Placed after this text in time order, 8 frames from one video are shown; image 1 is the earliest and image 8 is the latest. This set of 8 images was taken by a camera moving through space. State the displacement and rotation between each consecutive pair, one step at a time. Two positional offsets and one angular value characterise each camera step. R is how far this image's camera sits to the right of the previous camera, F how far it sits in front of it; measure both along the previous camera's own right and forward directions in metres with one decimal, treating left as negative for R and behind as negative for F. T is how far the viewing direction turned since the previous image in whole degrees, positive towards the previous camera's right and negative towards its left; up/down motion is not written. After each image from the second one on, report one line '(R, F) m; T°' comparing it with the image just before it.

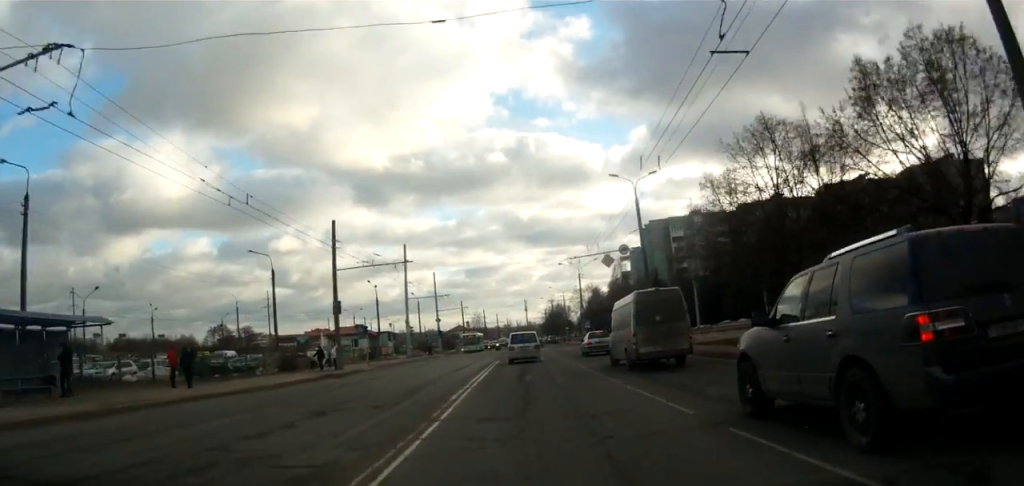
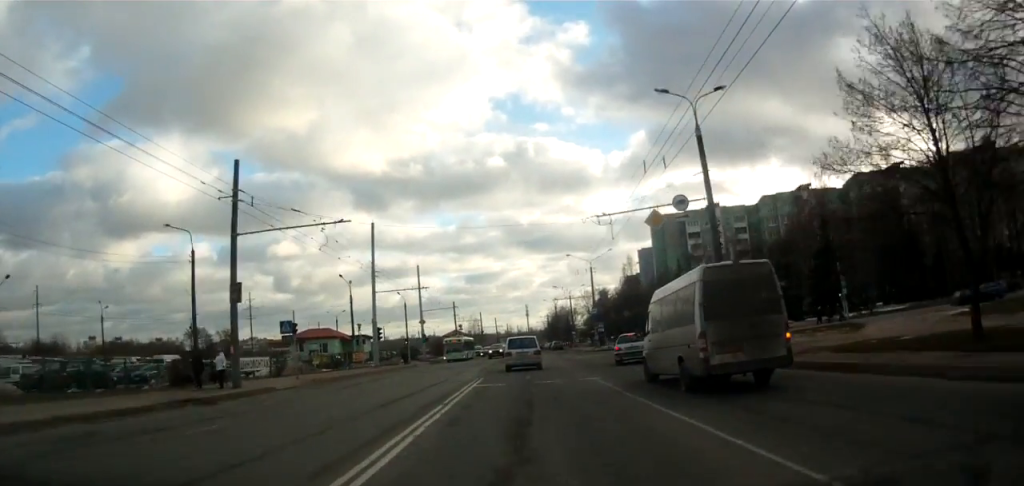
(-0.3, +15.3) m; 0°
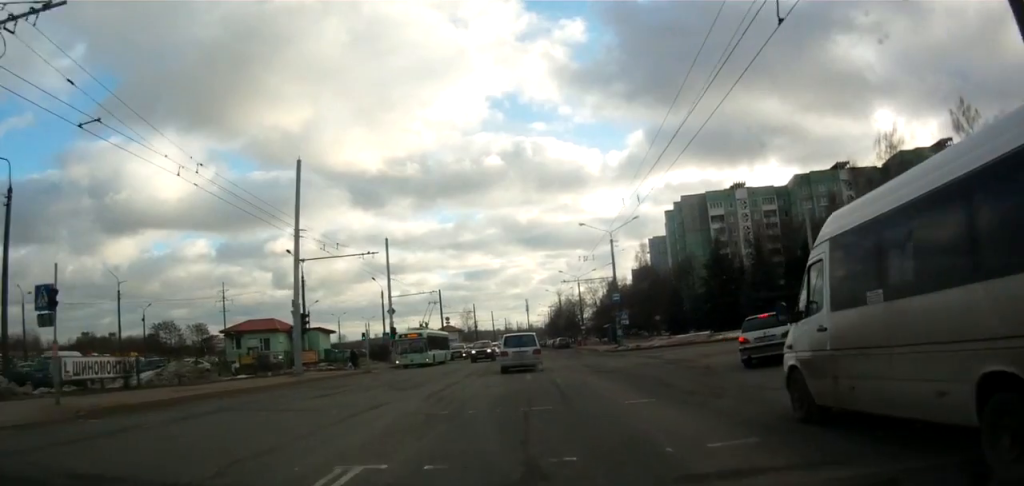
(+0.1, +18.5) m; -1°
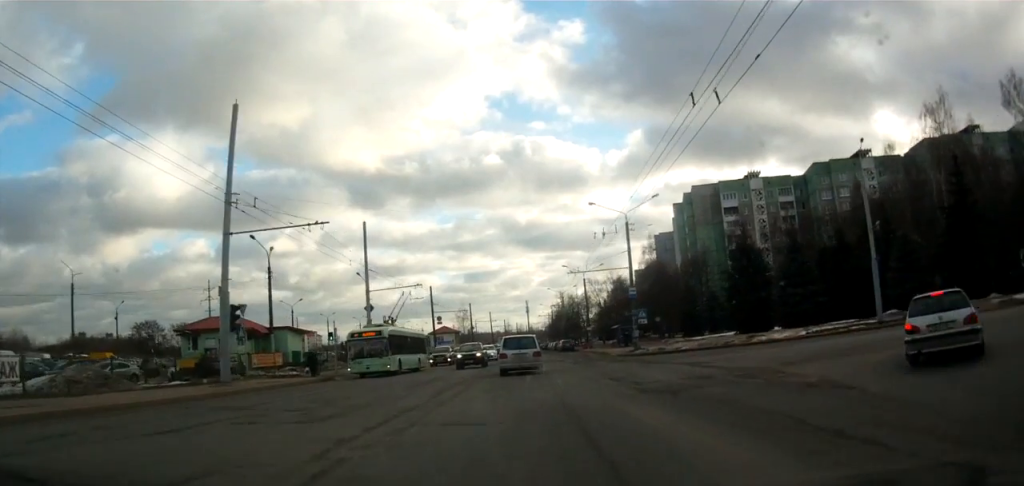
(-0.1, +9.1) m; 0°
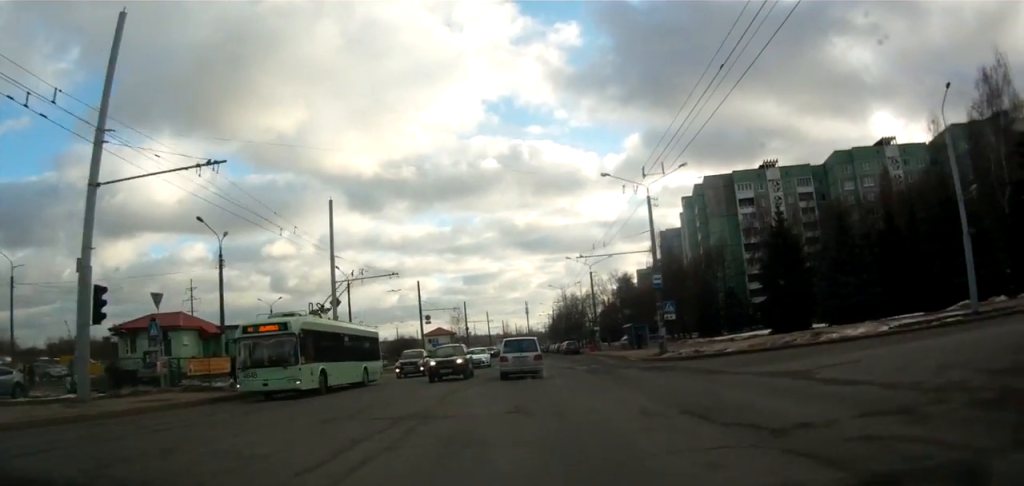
(-0.1, +9.2) m; +1°
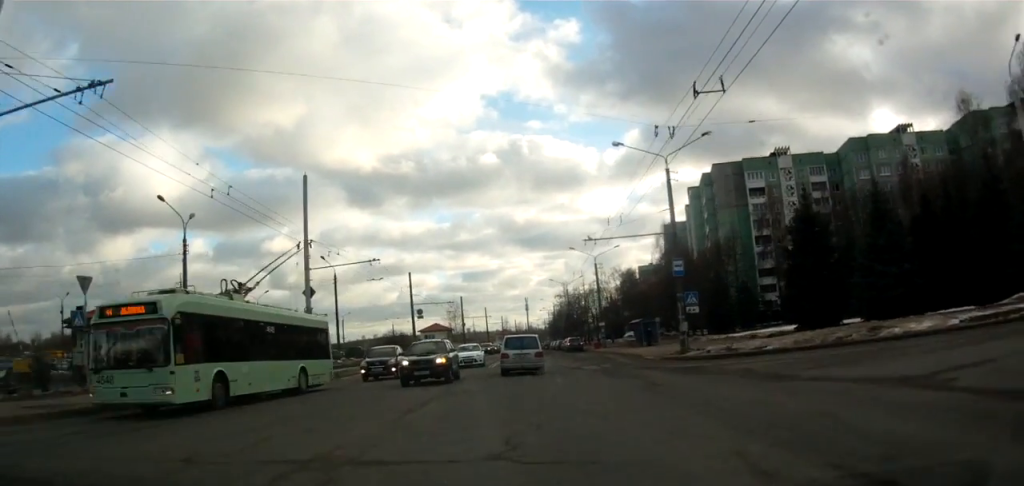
(+0.1, +5.5) m; 0°
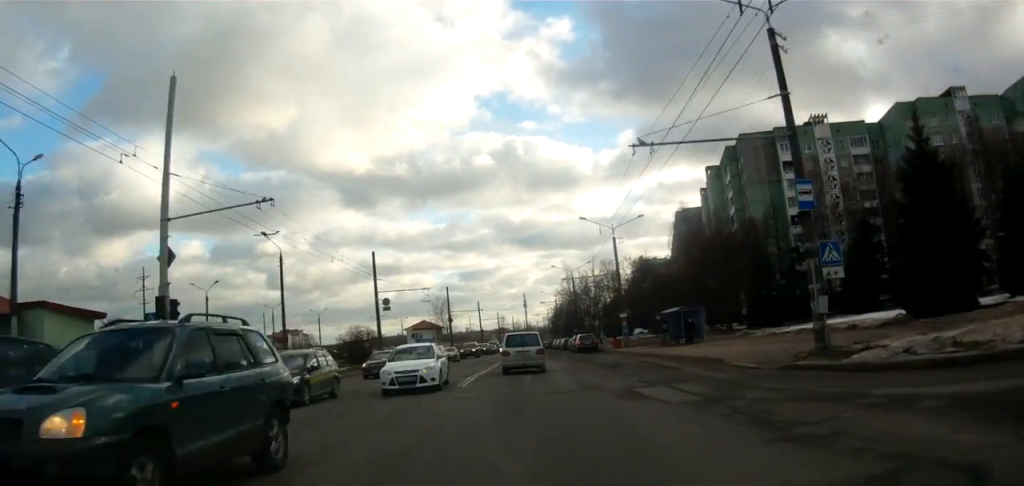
(+0.1, +16.2) m; 0°
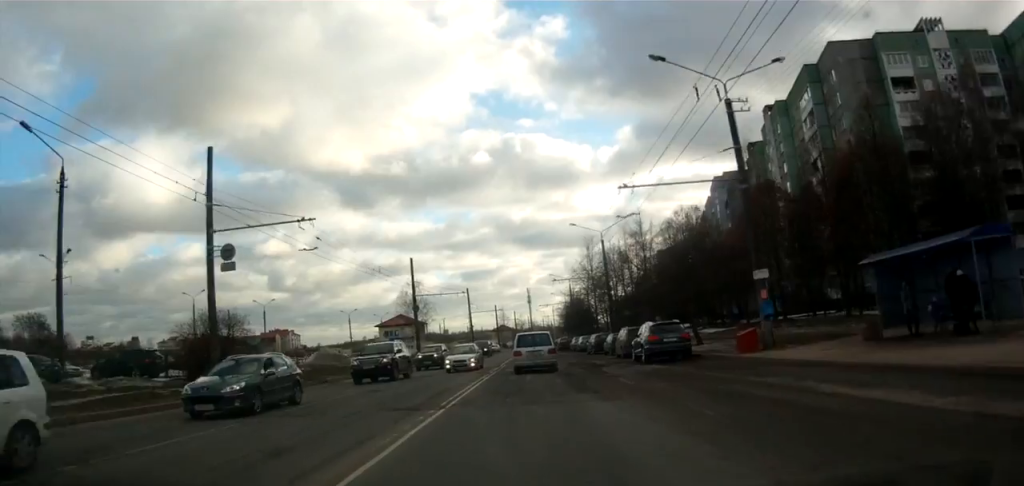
(-0.3, +30.9) m; 0°
